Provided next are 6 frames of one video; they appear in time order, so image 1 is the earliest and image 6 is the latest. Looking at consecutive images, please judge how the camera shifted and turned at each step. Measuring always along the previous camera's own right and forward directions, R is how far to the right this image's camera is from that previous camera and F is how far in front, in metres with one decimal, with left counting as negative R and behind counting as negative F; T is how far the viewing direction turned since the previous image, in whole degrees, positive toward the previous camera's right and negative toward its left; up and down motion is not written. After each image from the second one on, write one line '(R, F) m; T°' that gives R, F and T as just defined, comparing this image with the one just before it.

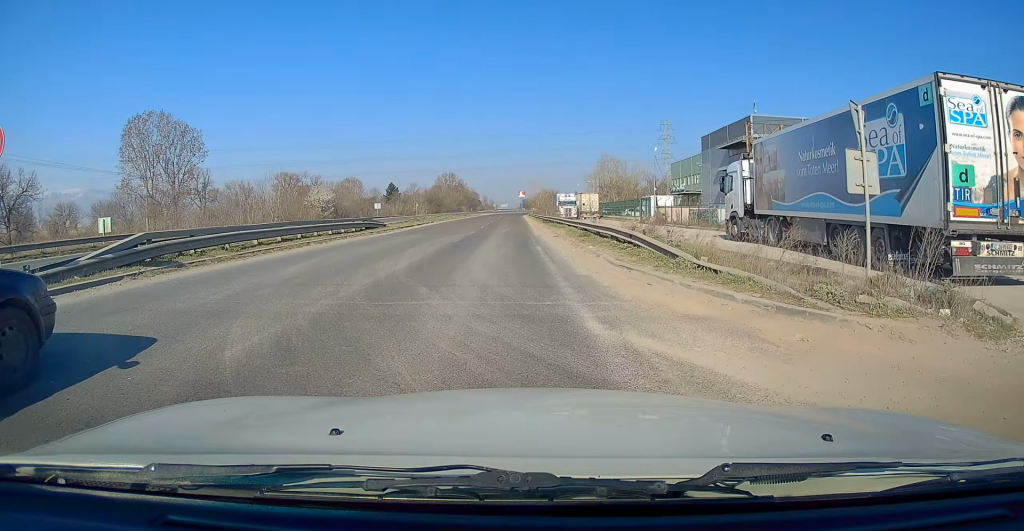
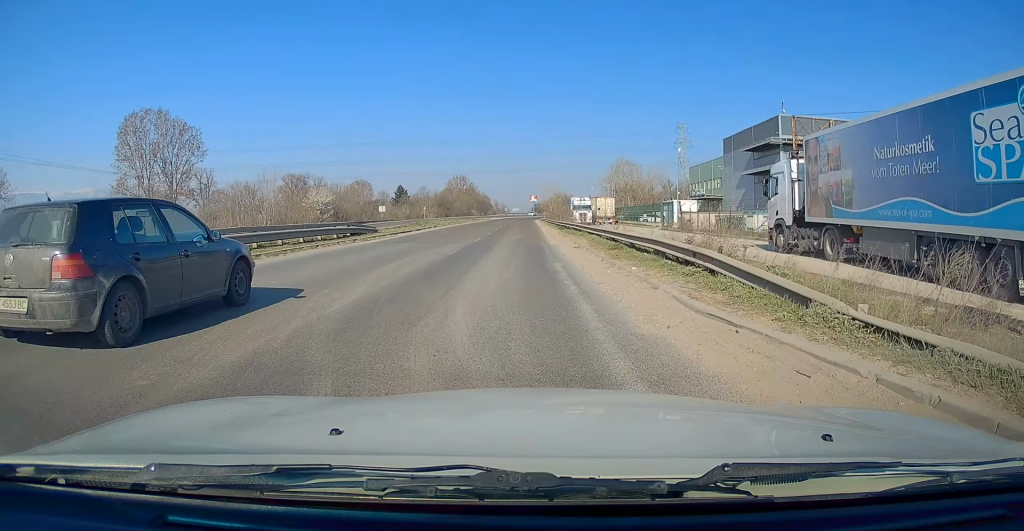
(0.0, +4.9) m; -2°
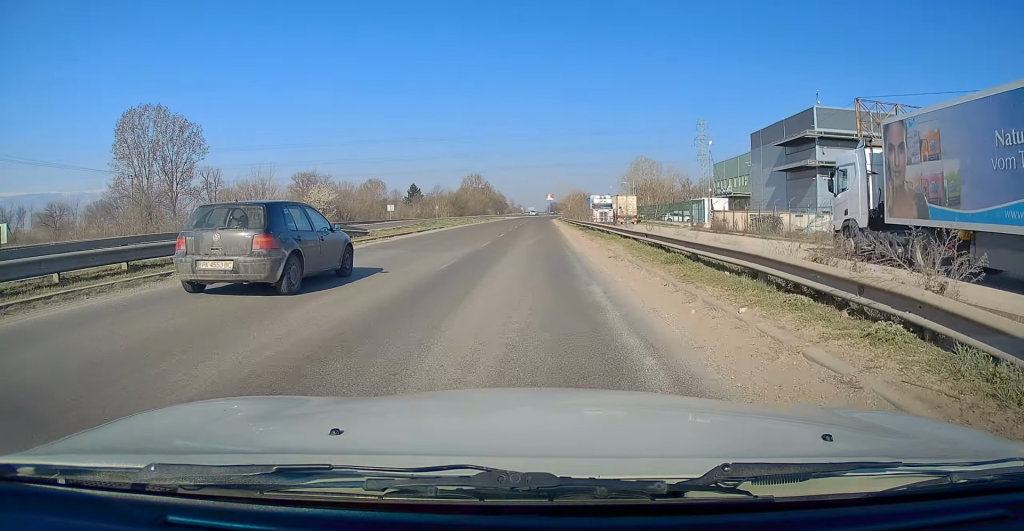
(0.0, +4.6) m; -2°
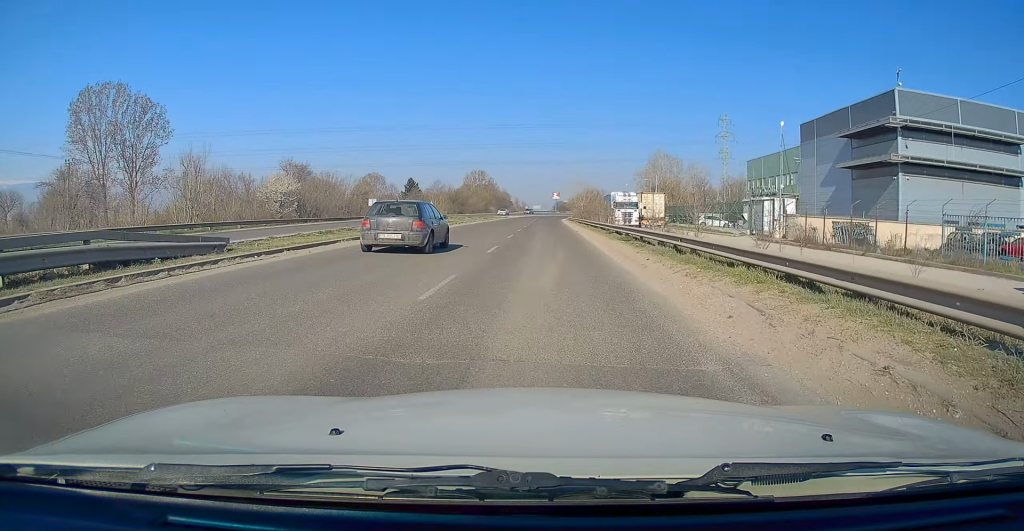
(-0.2, +13.0) m; -1°
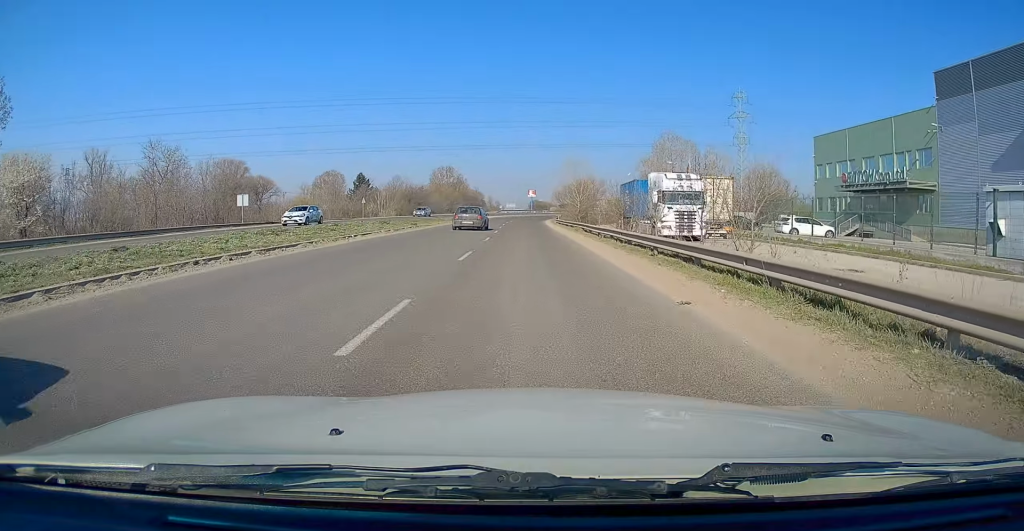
(+0.3, +30.5) m; +3°
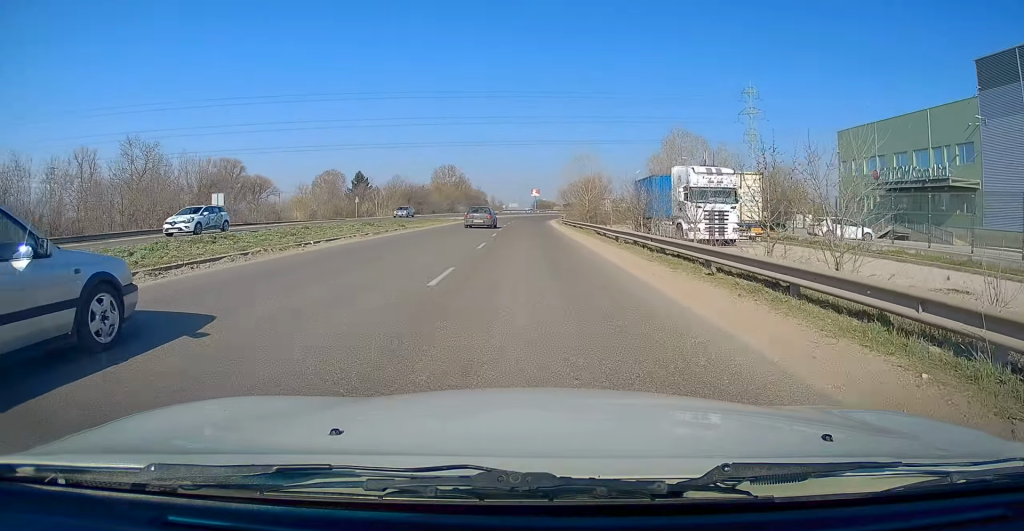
(-0.1, +4.7) m; +1°
